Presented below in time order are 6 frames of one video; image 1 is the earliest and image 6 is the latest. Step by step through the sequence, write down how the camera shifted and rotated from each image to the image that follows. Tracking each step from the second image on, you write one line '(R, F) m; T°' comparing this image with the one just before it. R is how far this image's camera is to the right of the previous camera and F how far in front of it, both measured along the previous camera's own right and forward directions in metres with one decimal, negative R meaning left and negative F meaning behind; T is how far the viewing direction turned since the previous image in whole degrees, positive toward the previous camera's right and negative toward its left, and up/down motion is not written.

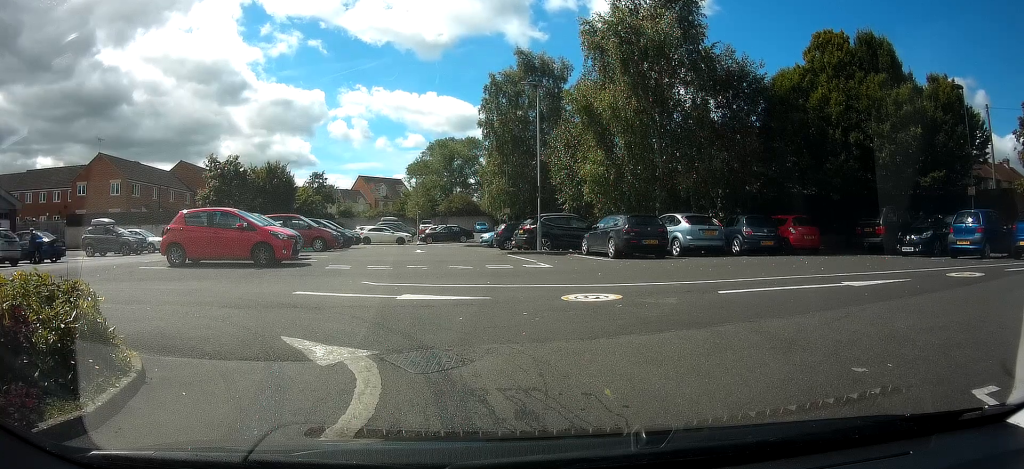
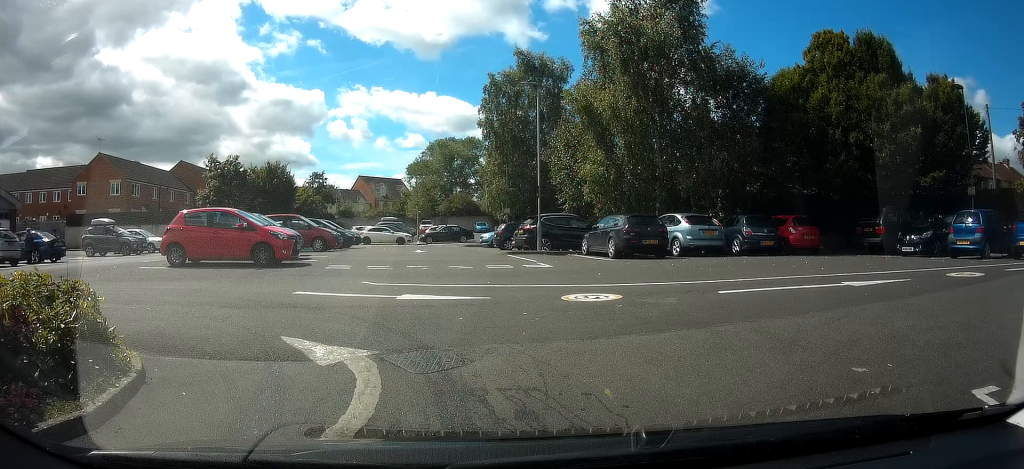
(0.0, 0.0) m; 0°
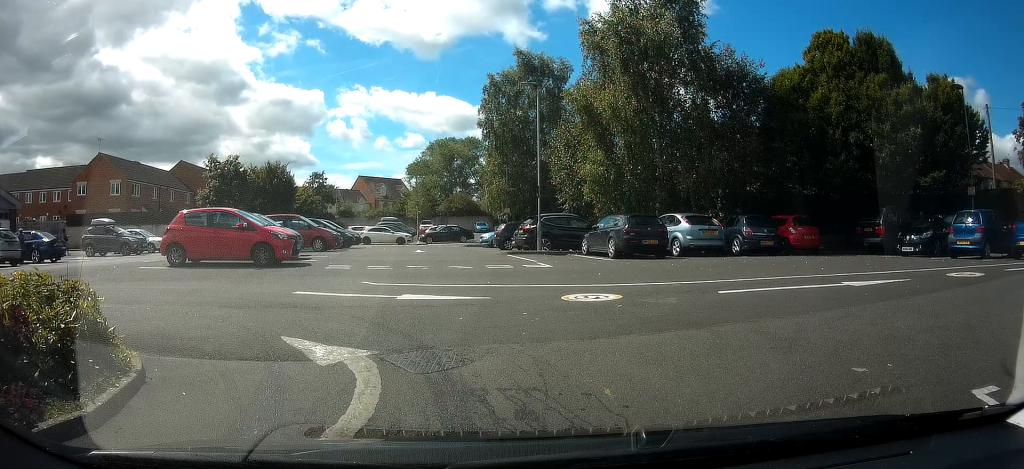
(0.0, 0.0) m; 0°
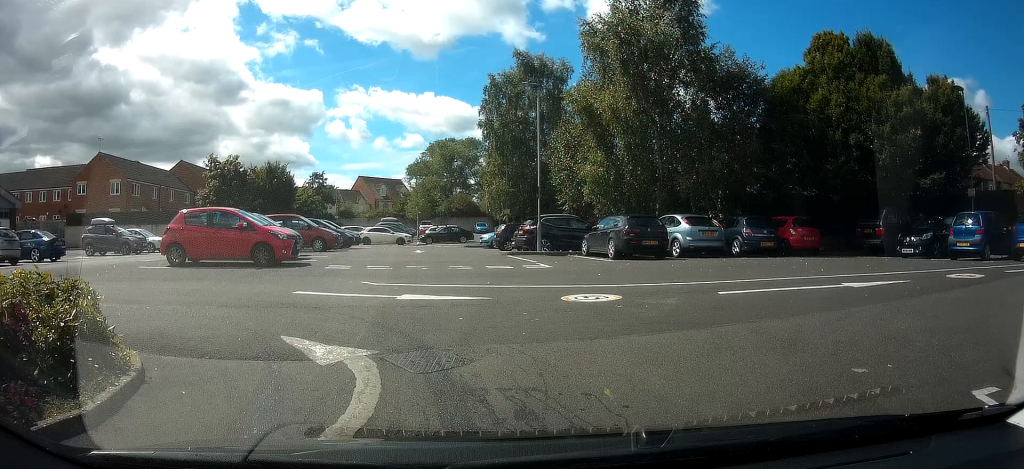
(0.0, 0.0) m; 0°
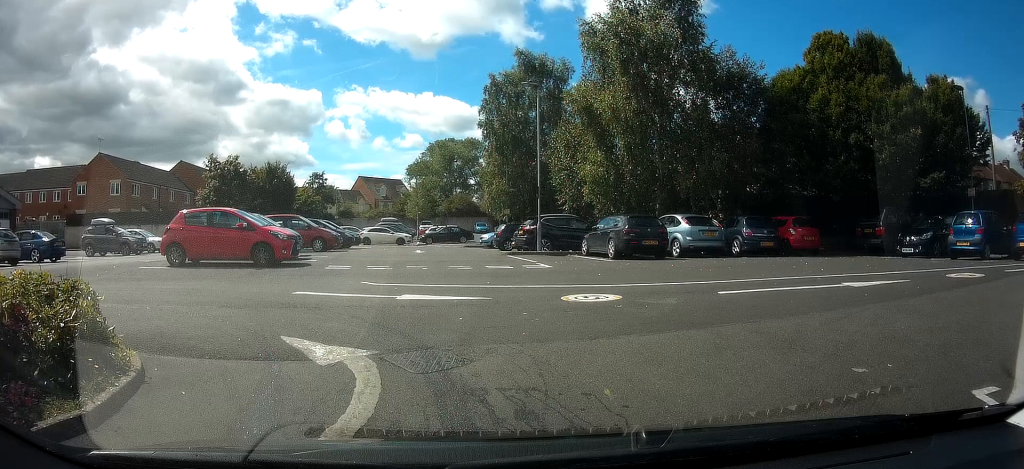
(0.0, 0.0) m; 0°
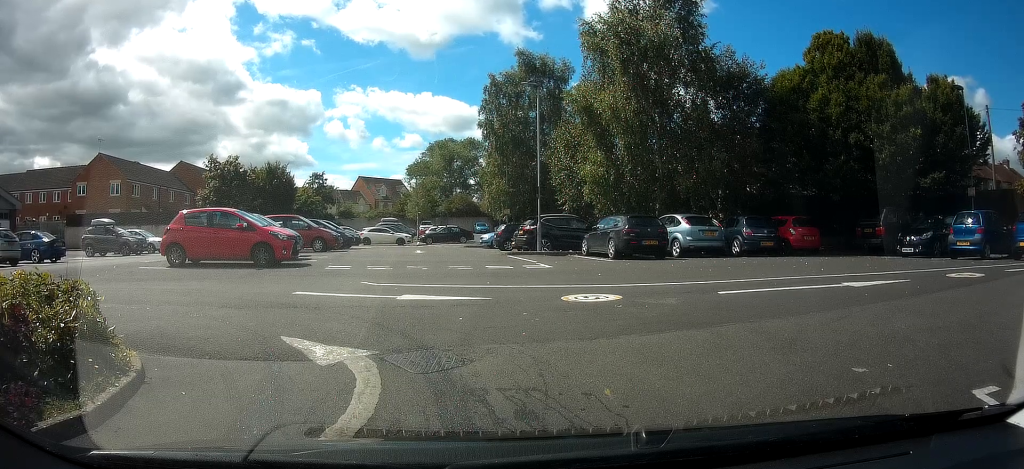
(0.0, +0.3) m; 0°
